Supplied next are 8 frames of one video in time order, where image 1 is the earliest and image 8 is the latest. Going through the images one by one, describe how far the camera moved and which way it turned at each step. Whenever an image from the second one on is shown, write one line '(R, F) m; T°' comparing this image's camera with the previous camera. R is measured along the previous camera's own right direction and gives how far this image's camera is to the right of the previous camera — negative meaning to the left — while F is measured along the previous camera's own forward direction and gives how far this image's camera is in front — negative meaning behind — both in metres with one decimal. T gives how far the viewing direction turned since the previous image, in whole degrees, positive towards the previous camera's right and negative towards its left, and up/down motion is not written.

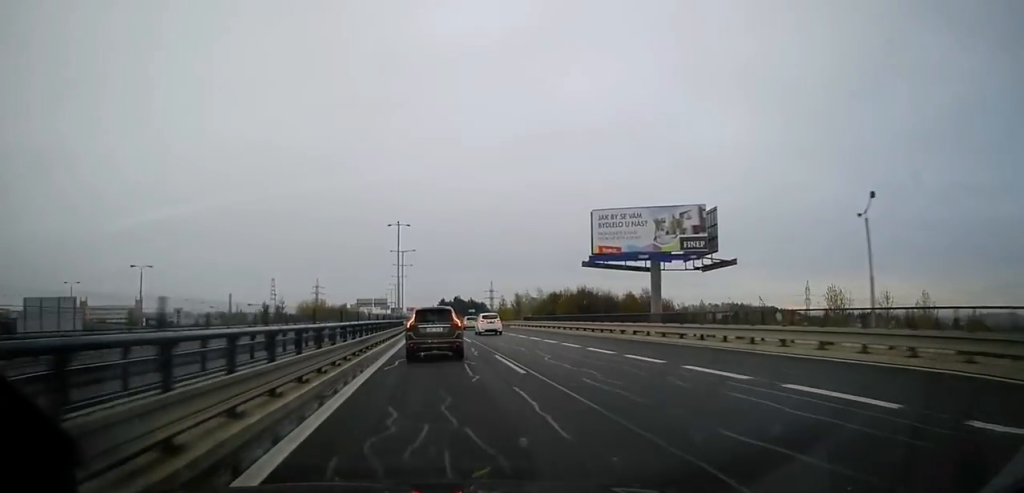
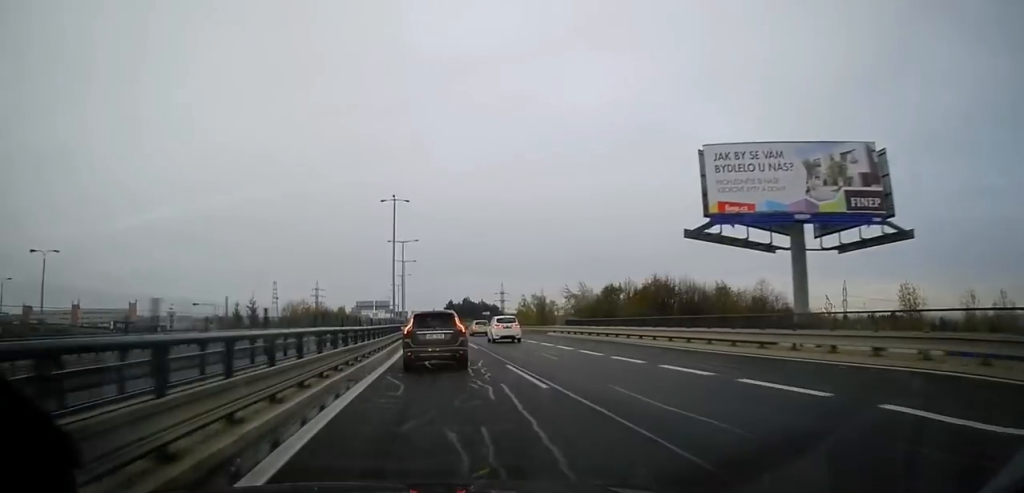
(-0.1, +20.1) m; -1°
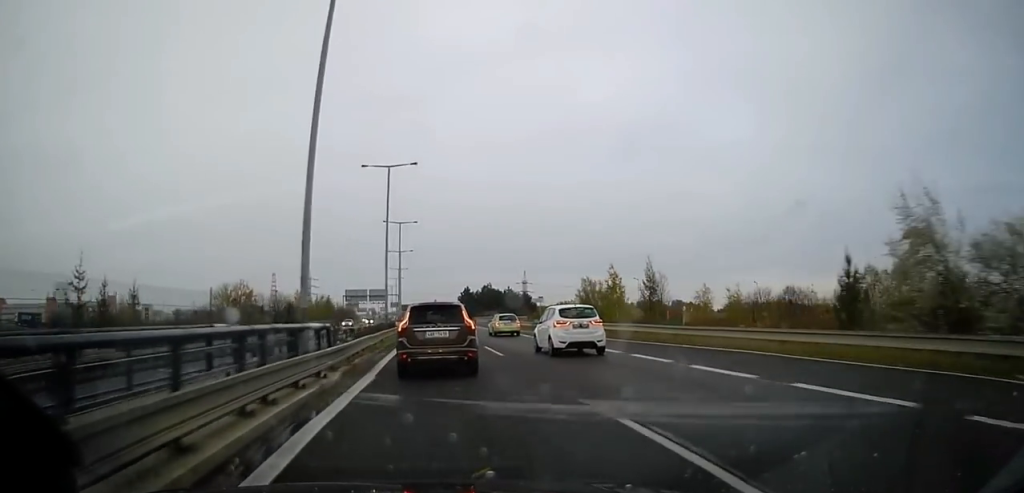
(-0.5, +45.8) m; -1°
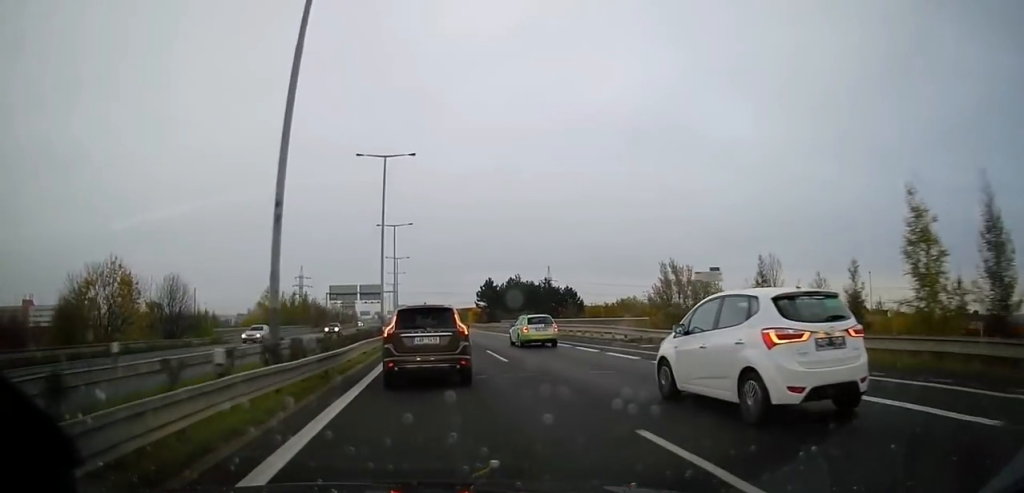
(-0.3, +37.2) m; -1°
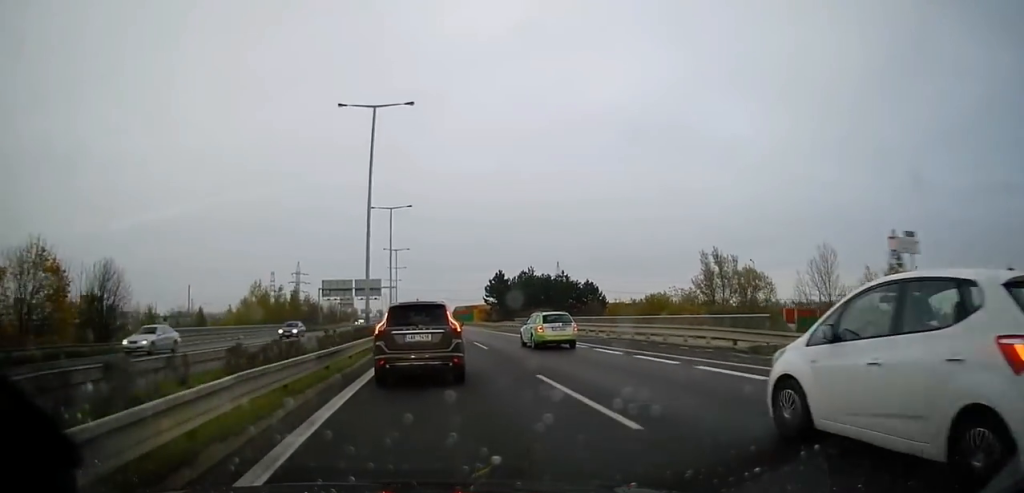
(0.0, +11.9) m; 0°
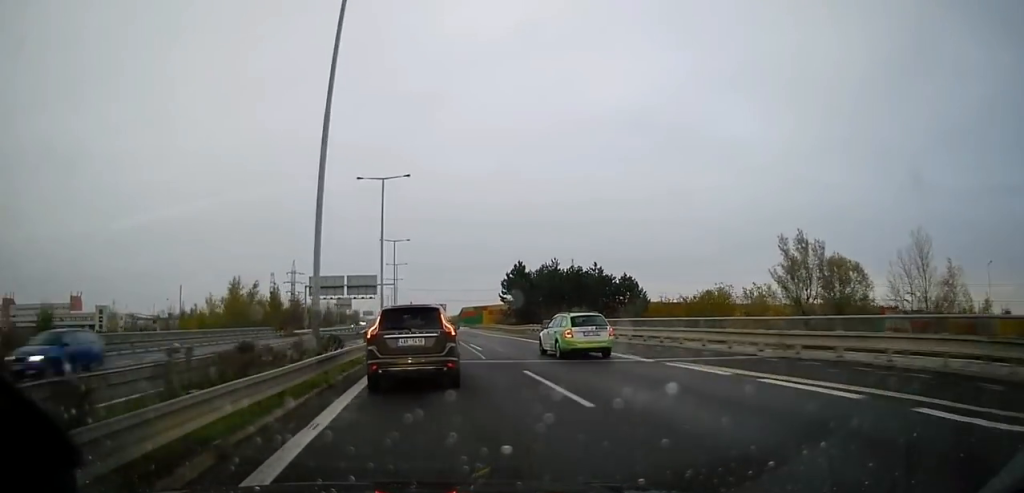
(-0.1, +16.1) m; 0°
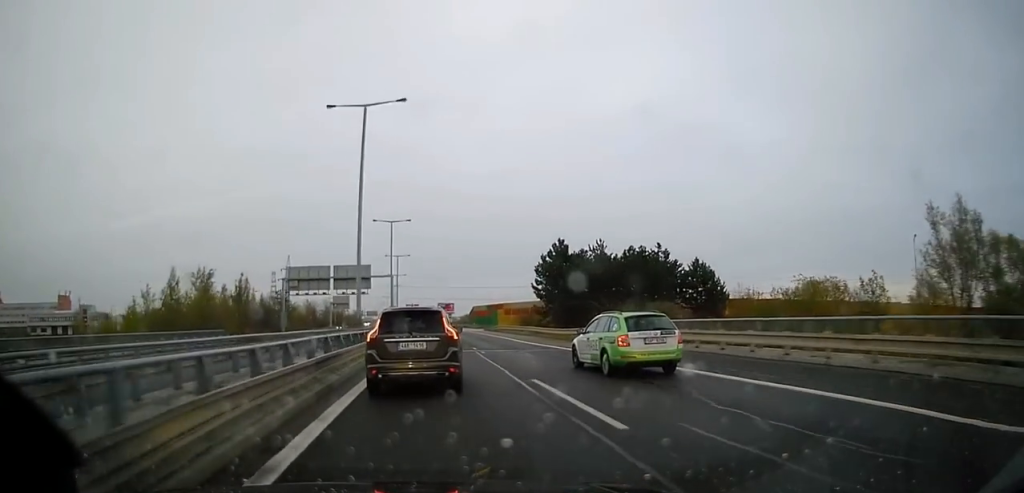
(-0.1, +19.5) m; -1°
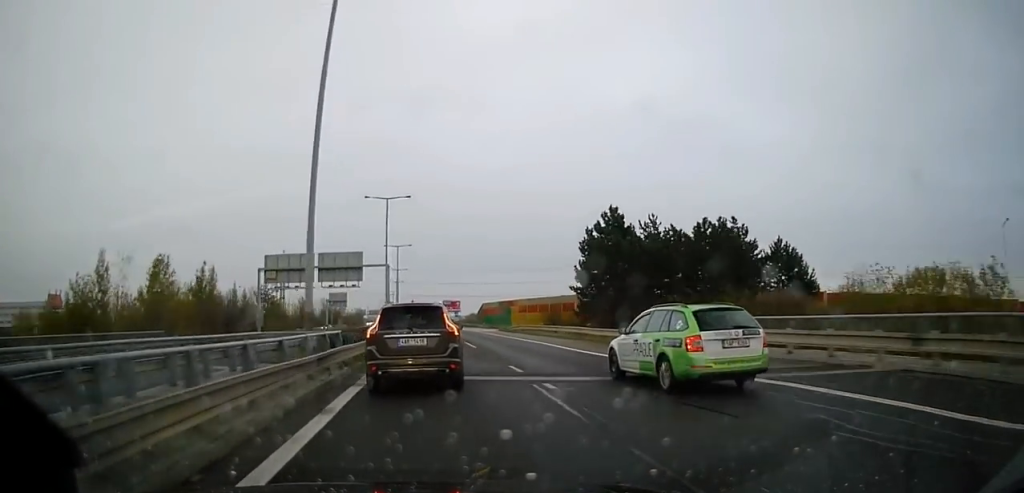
(0.0, +14.1) m; 0°
